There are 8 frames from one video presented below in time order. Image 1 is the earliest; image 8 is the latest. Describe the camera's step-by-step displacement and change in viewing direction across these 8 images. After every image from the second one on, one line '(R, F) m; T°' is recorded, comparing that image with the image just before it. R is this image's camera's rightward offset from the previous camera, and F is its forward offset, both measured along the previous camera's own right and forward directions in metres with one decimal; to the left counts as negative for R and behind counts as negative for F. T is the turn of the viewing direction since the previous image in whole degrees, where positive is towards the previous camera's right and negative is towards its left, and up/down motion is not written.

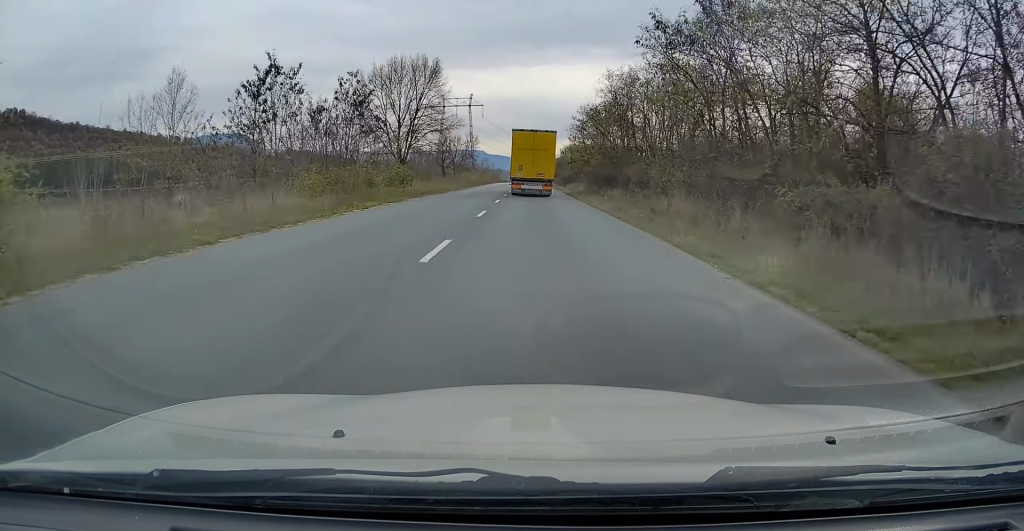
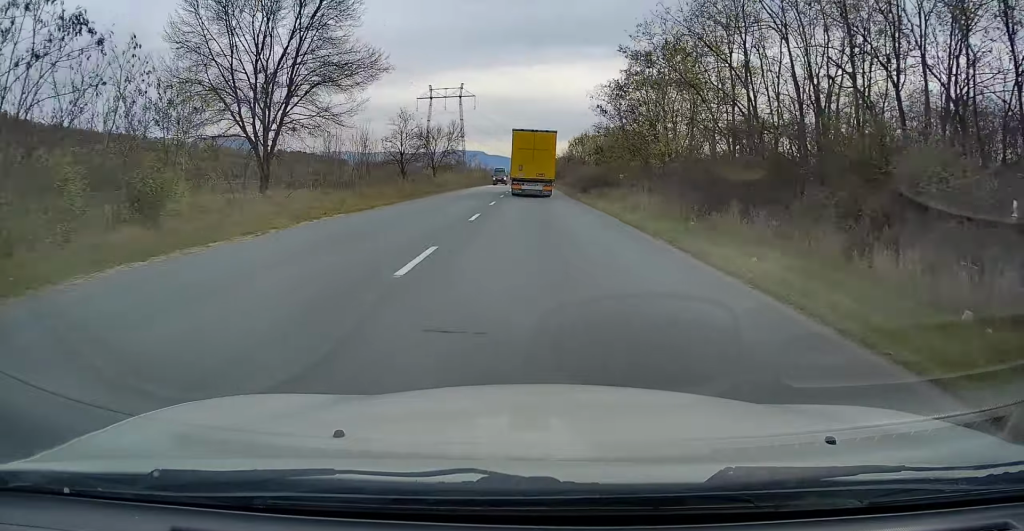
(+0.2, +30.7) m; +1°
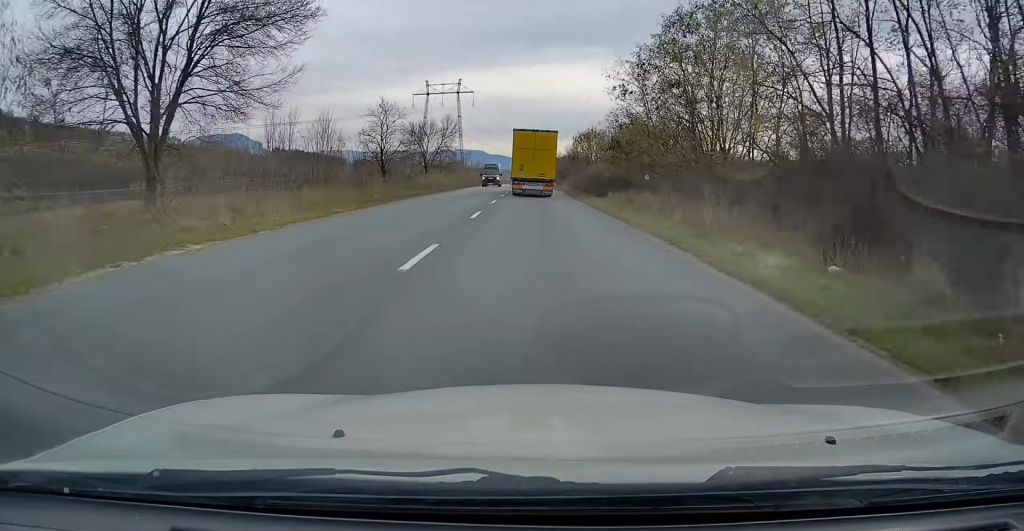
(+0.1, +9.3) m; 0°
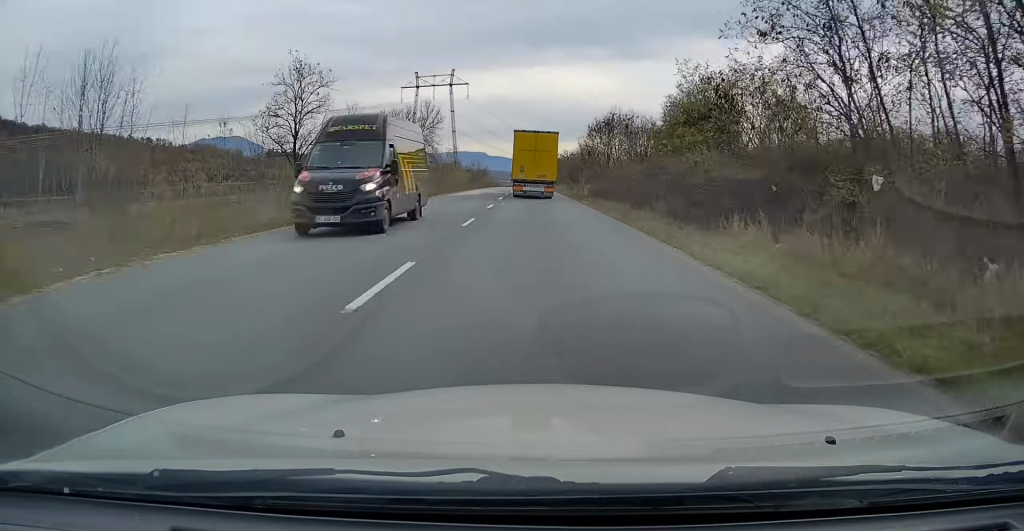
(-0.2, +22.1) m; -1°
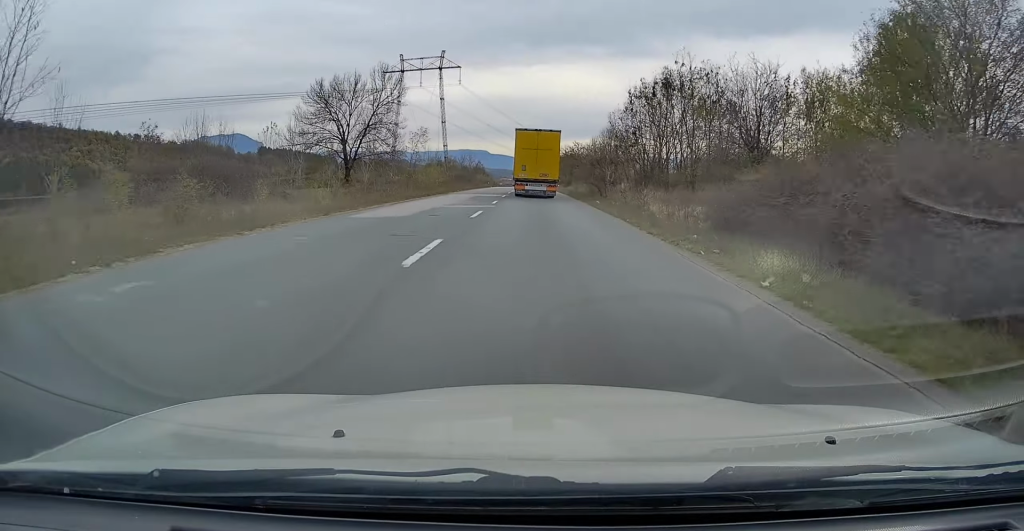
(-0.1, +27.0) m; 0°
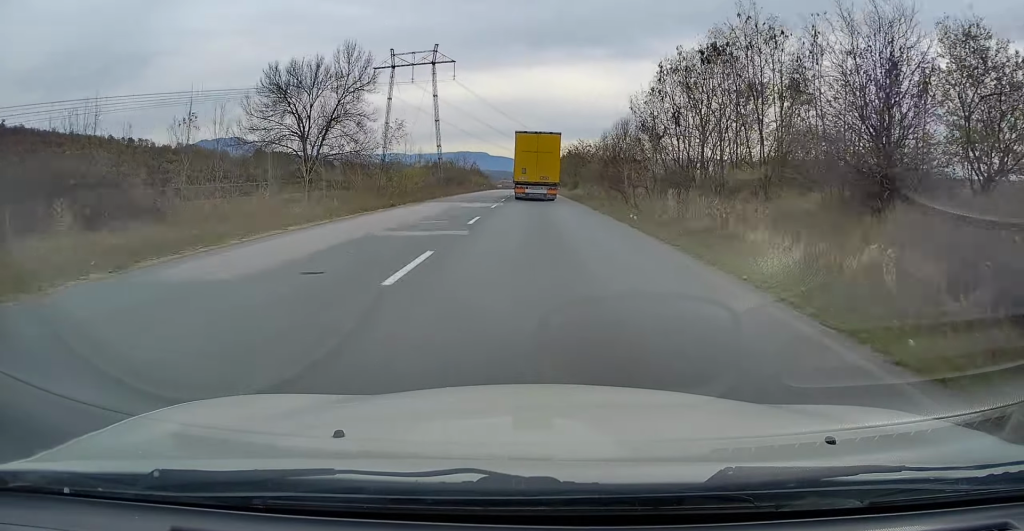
(0.0, +10.8) m; 0°
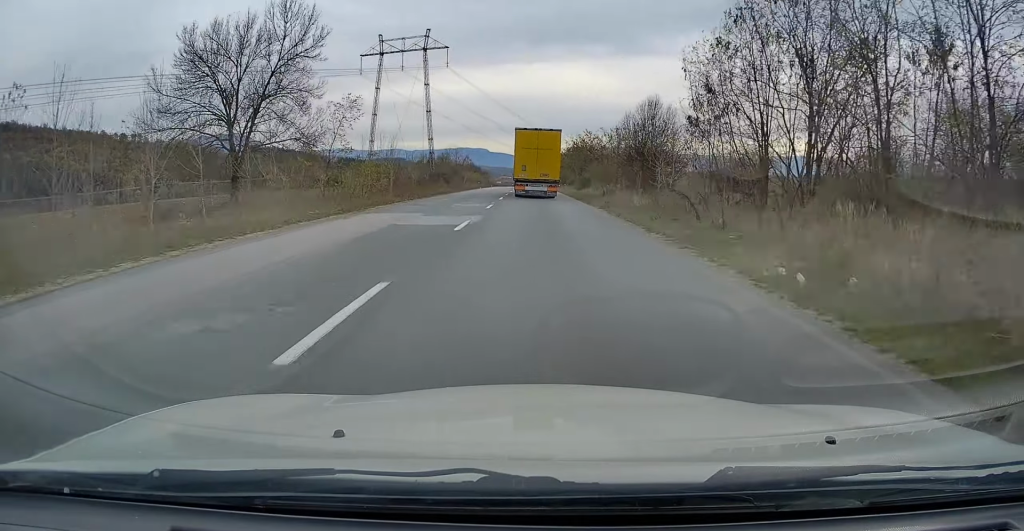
(0.0, +12.9) m; 0°
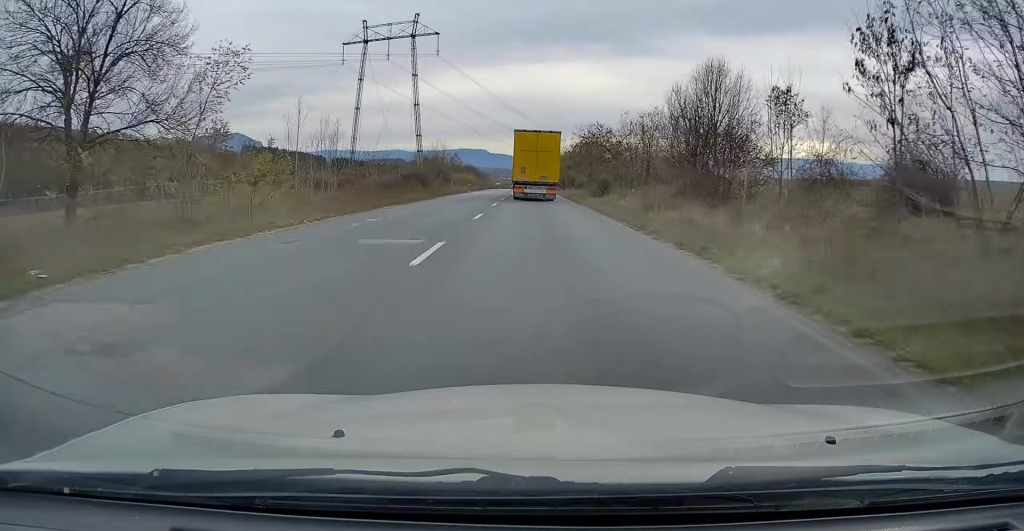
(0.0, +15.0) m; 0°
